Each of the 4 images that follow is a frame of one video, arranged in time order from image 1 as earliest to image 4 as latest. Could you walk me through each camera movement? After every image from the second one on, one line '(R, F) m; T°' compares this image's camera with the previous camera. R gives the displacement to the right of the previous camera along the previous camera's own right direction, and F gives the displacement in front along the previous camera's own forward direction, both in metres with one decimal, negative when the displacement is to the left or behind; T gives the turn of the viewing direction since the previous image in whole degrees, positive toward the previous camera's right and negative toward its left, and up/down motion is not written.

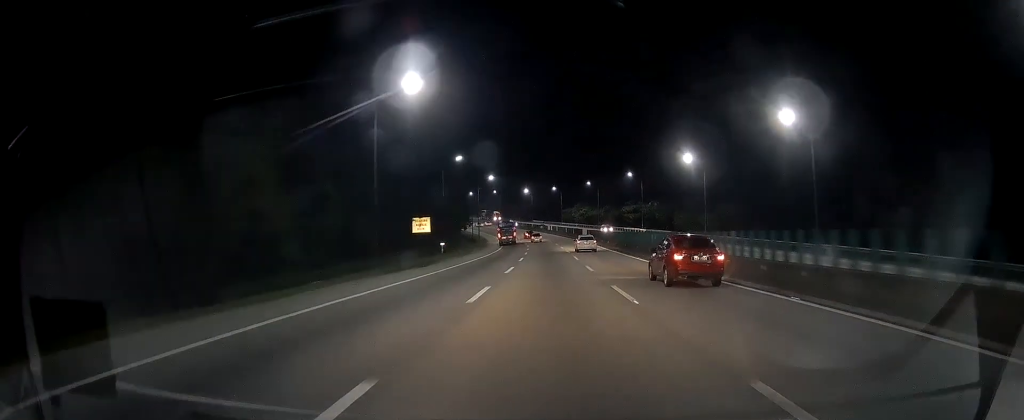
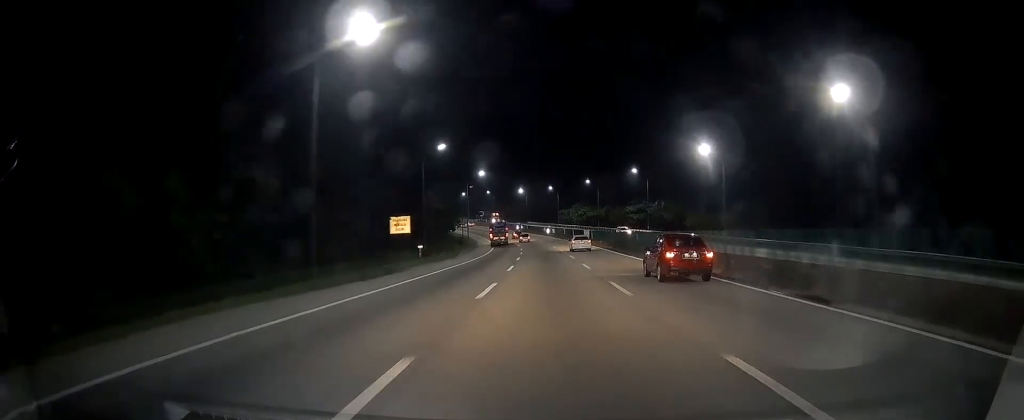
(+0.1, +10.8) m; +1°
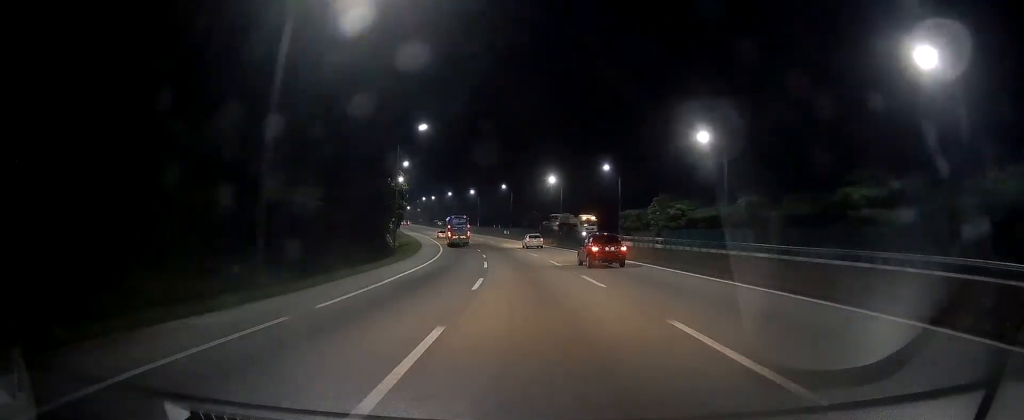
(+1.7, +81.3) m; -1°
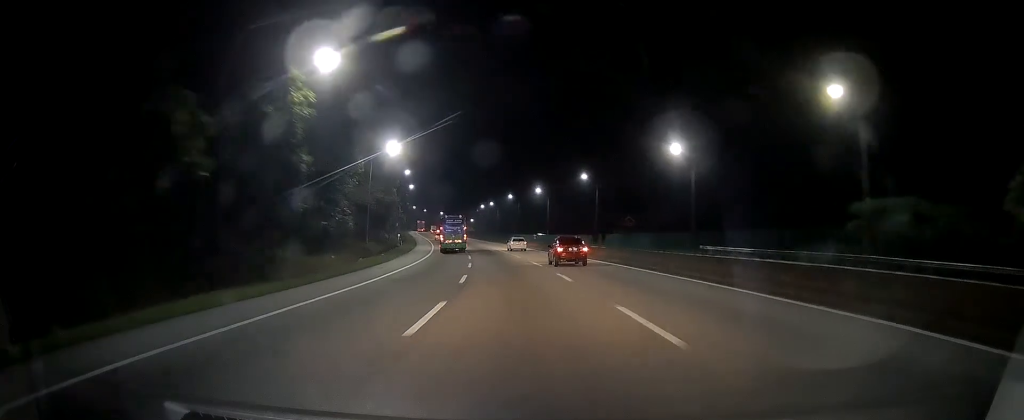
(-4.0, +56.8) m; -7°
